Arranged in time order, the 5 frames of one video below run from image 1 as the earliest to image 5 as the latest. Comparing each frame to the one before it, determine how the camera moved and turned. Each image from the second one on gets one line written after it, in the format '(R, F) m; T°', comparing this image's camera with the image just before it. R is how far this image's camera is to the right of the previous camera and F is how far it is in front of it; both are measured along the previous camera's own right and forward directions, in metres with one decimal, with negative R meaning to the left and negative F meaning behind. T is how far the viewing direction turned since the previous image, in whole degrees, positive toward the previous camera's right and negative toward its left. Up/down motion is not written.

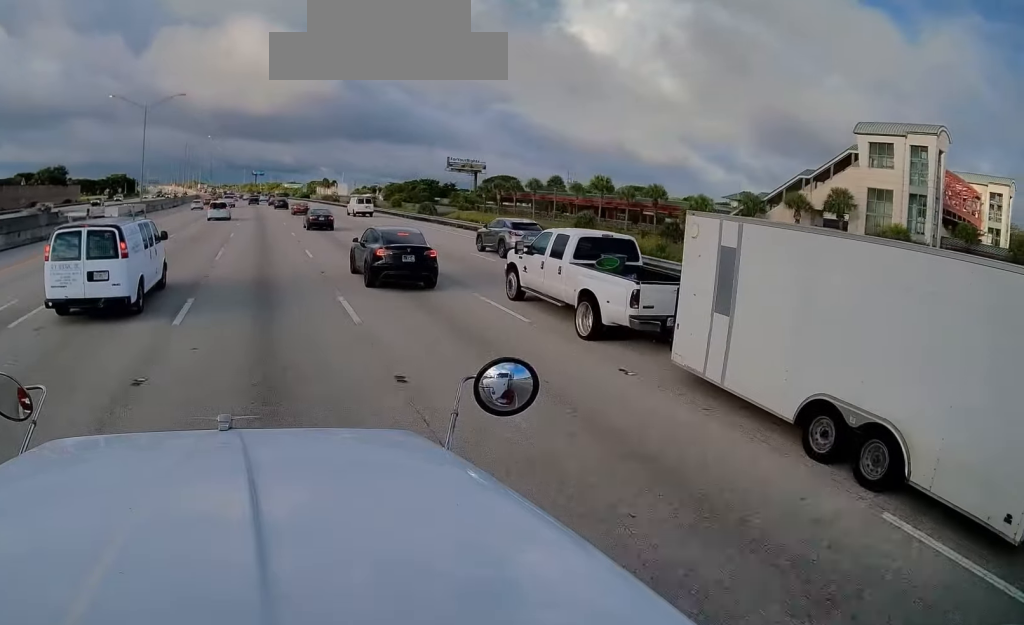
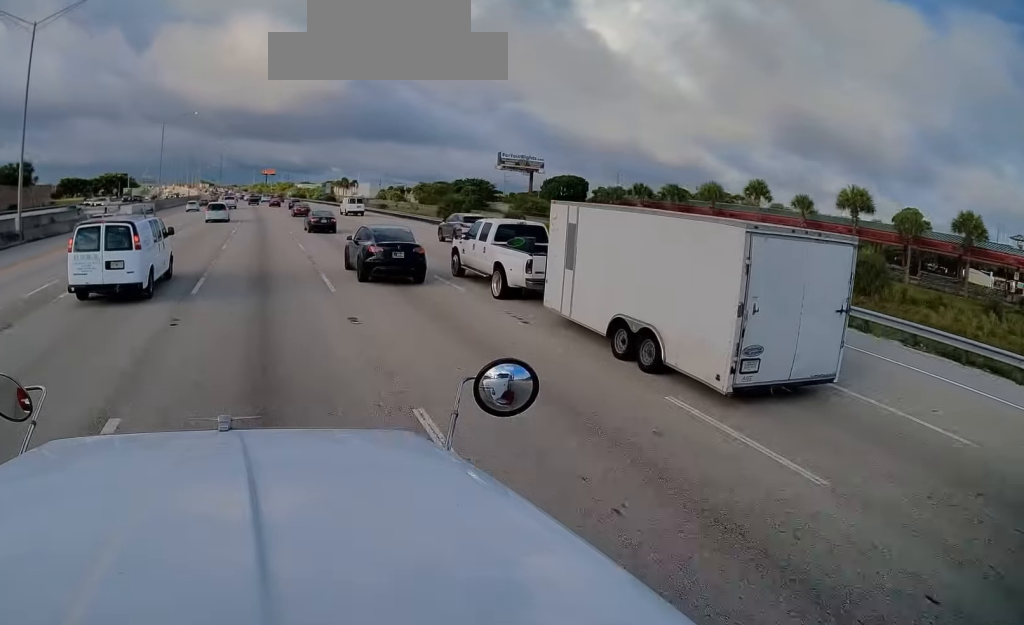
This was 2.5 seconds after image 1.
(-0.5, +45.1) m; 0°
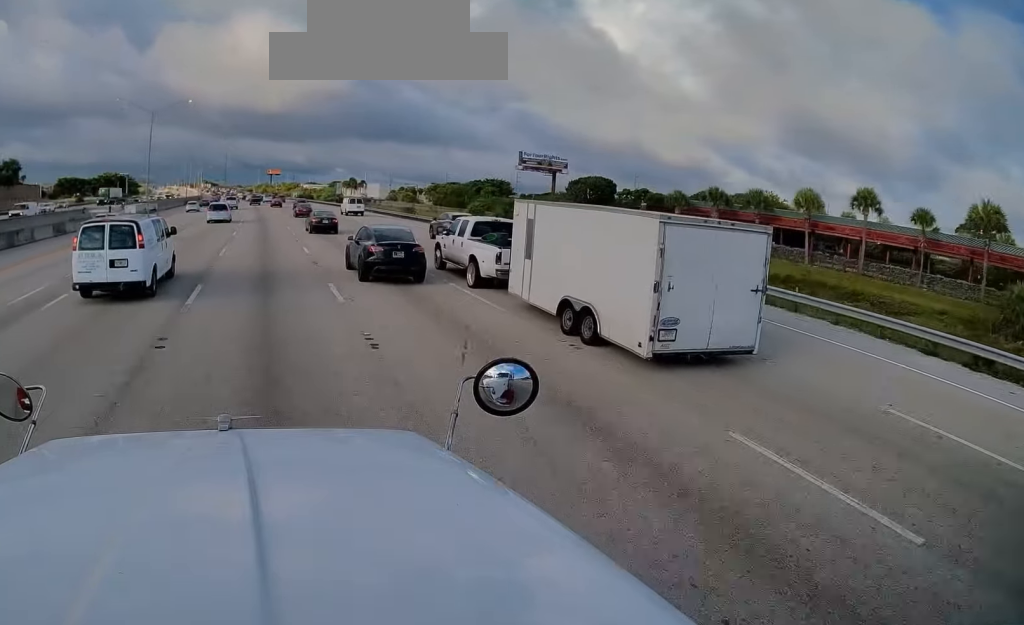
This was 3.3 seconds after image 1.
(+0.5, +13.1) m; 0°
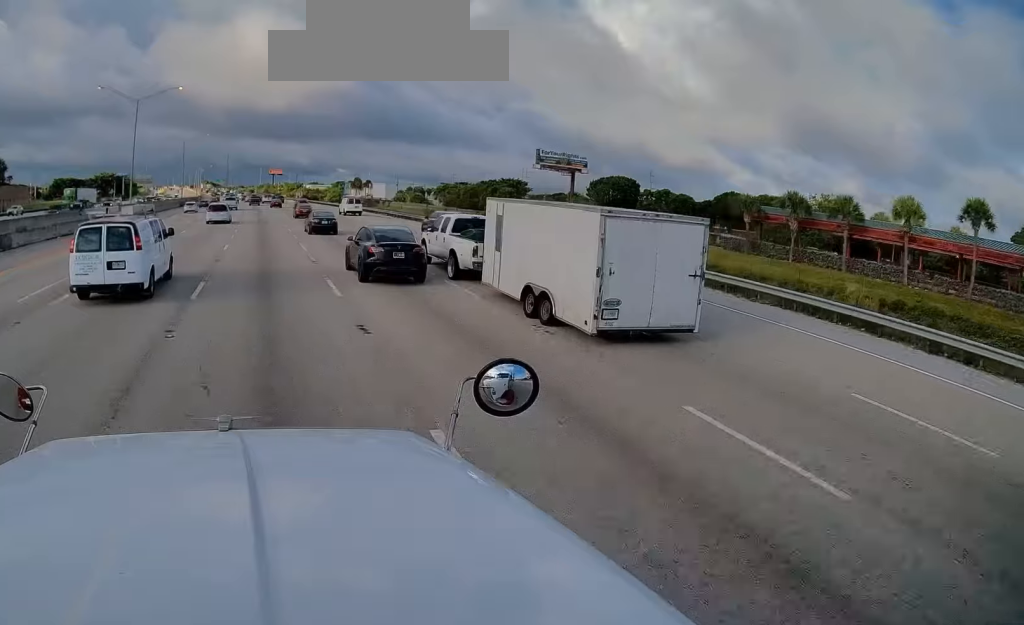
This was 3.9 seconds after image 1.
(+0.1, +11.4) m; 0°
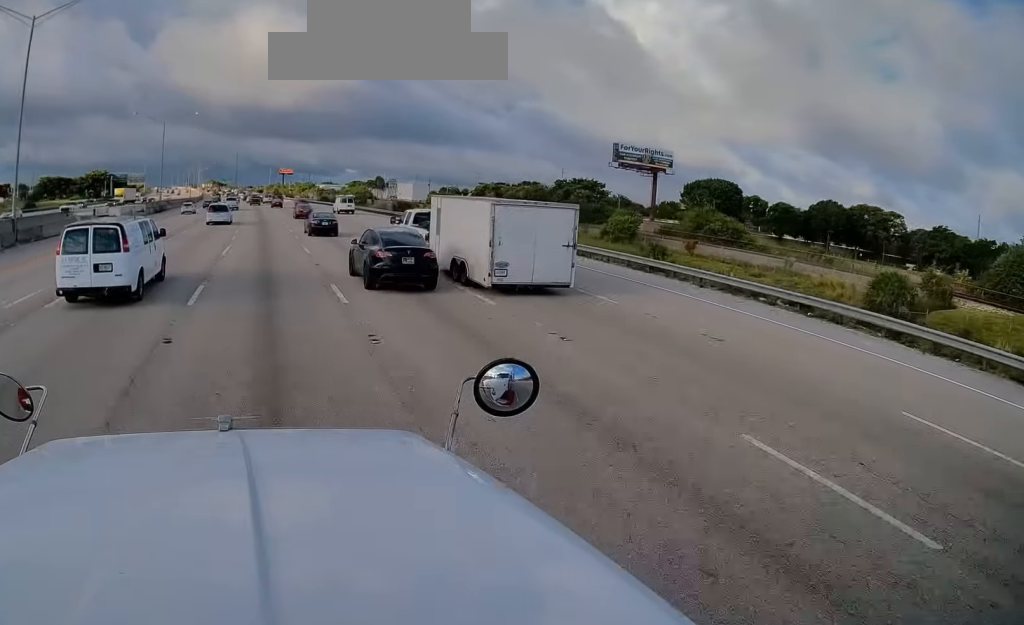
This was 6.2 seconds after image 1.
(-0.7, +37.9) m; -2°
